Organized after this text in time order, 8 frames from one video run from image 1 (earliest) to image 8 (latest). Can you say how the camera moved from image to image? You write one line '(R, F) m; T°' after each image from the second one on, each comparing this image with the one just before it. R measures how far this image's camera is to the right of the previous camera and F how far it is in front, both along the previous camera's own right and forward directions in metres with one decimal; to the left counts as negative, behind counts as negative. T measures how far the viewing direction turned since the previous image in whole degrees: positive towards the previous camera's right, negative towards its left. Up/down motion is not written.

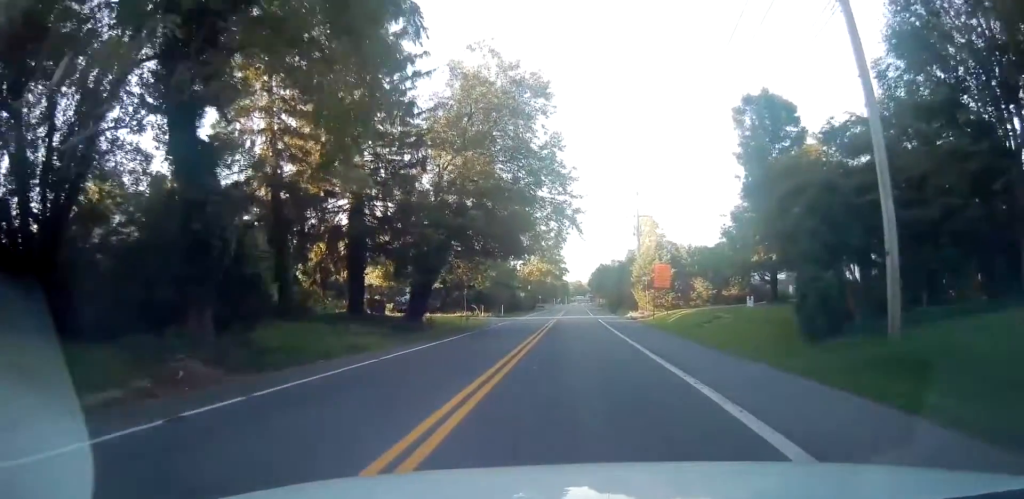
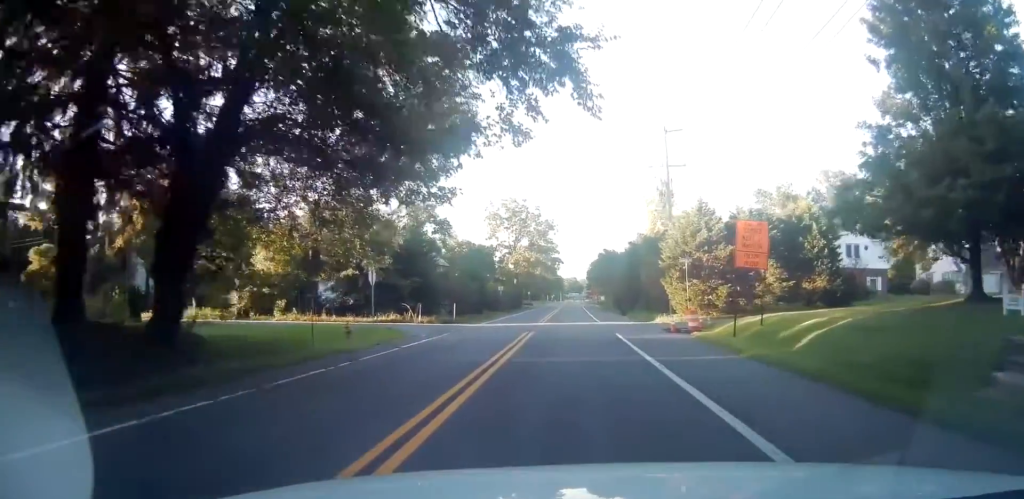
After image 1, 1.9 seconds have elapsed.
(+0.6, +20.8) m; +1°
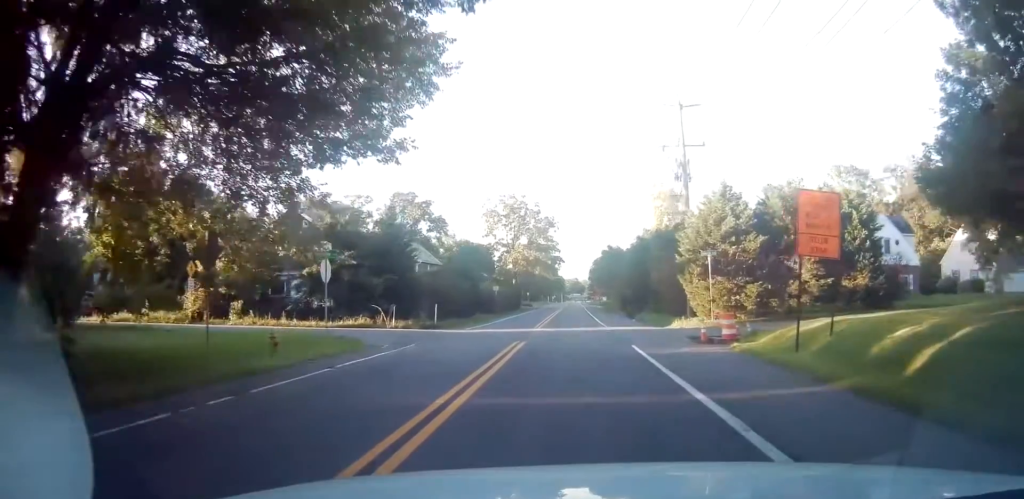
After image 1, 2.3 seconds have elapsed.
(-0.1, +5.1) m; 0°
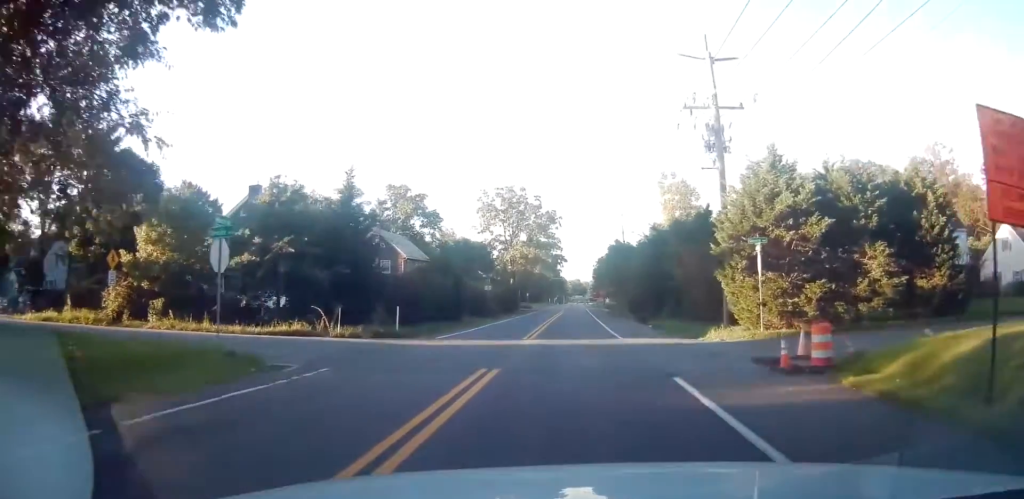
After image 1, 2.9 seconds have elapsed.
(0.0, +7.2) m; 0°
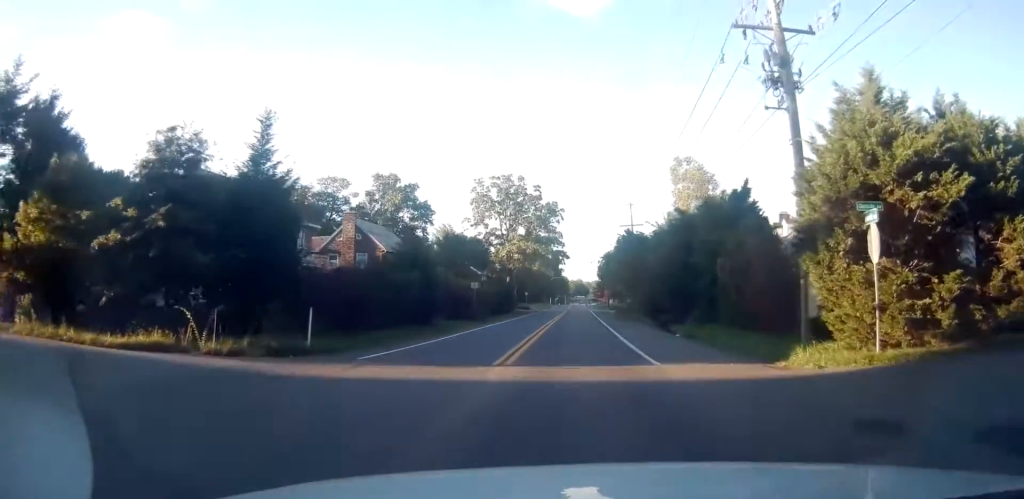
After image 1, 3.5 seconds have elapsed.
(+0.2, +8.2) m; 0°
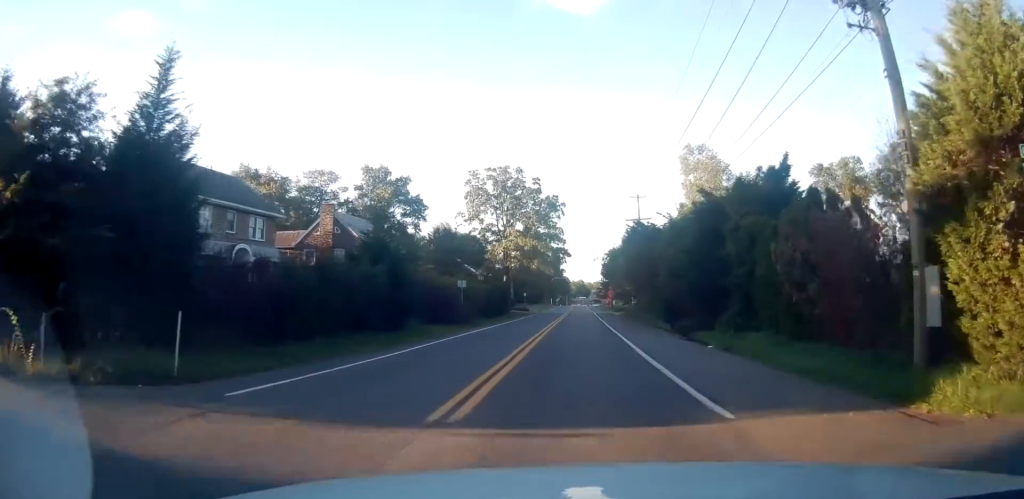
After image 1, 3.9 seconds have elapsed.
(-0.1, +6.2) m; 0°
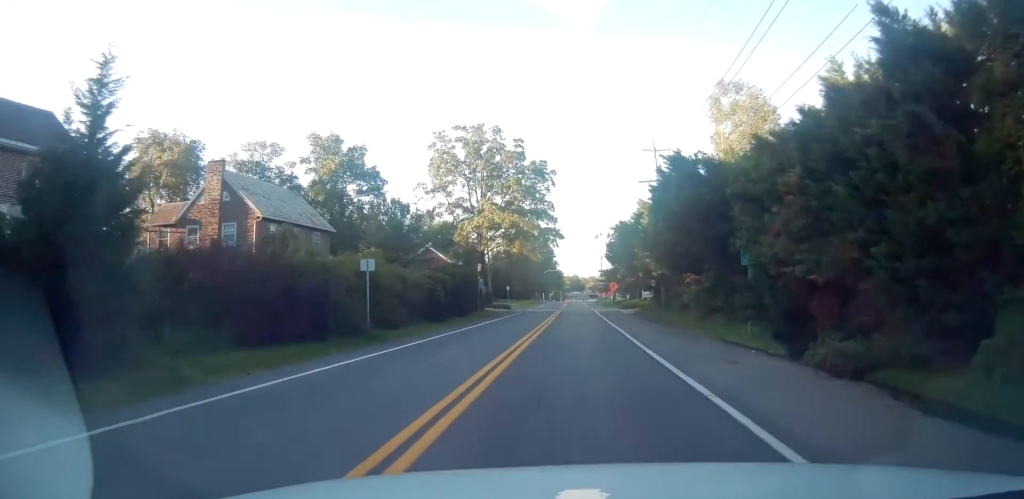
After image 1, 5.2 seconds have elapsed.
(0.0, +17.3) m; +1°
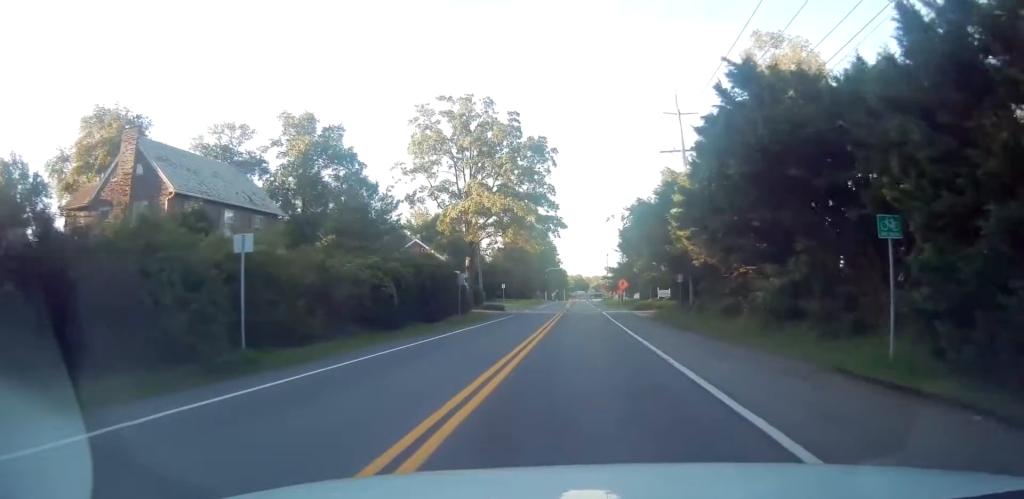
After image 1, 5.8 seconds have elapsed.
(+0.1, +9.4) m; 0°
